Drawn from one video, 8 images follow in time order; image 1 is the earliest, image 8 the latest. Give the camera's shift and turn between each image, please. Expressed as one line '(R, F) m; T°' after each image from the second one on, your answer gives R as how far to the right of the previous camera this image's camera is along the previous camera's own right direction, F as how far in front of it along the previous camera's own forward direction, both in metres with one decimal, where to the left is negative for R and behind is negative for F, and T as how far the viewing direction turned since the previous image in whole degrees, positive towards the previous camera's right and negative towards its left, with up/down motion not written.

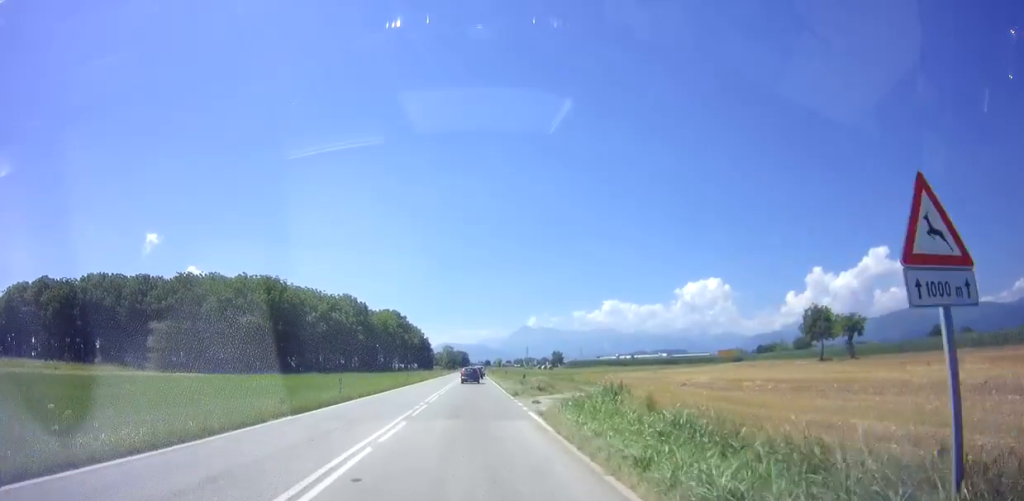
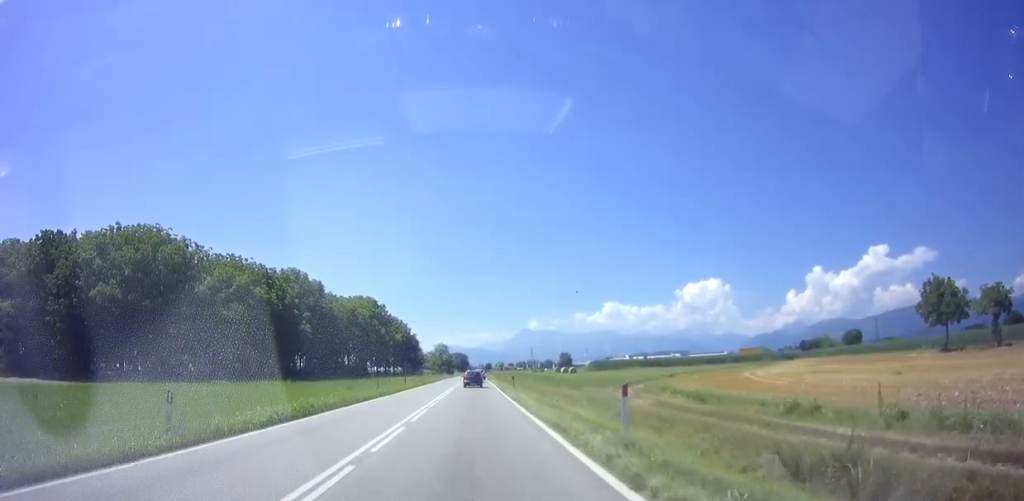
(+0.7, +39.6) m; +2°
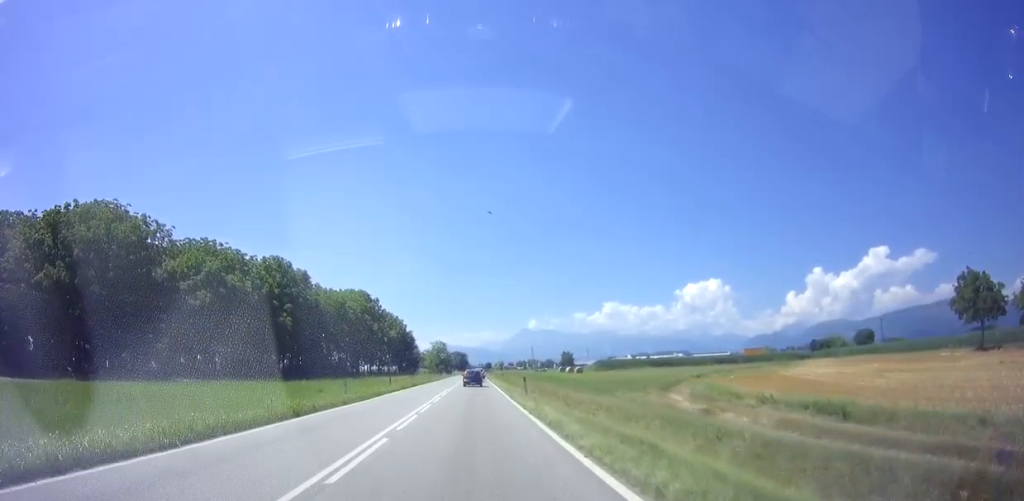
(+0.1, +8.6) m; 0°
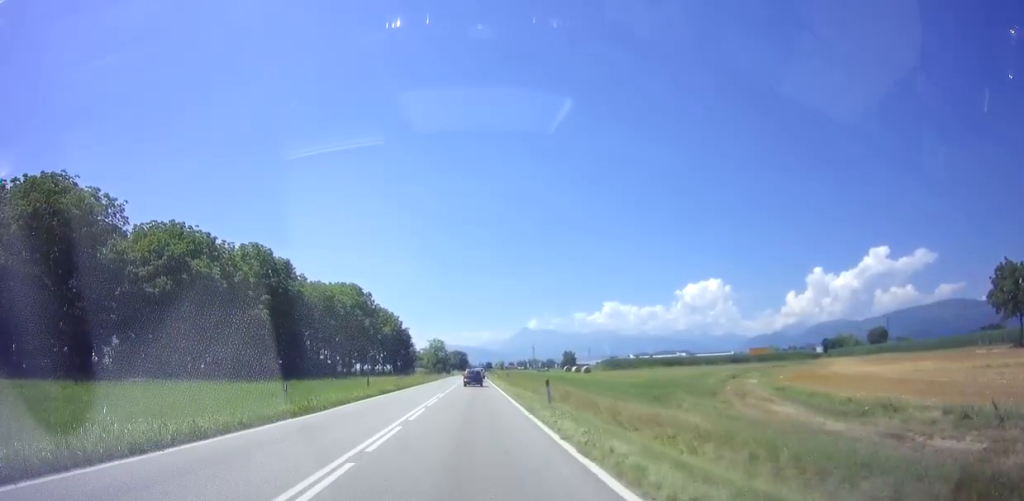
(-0.2, +8.6) m; -1°
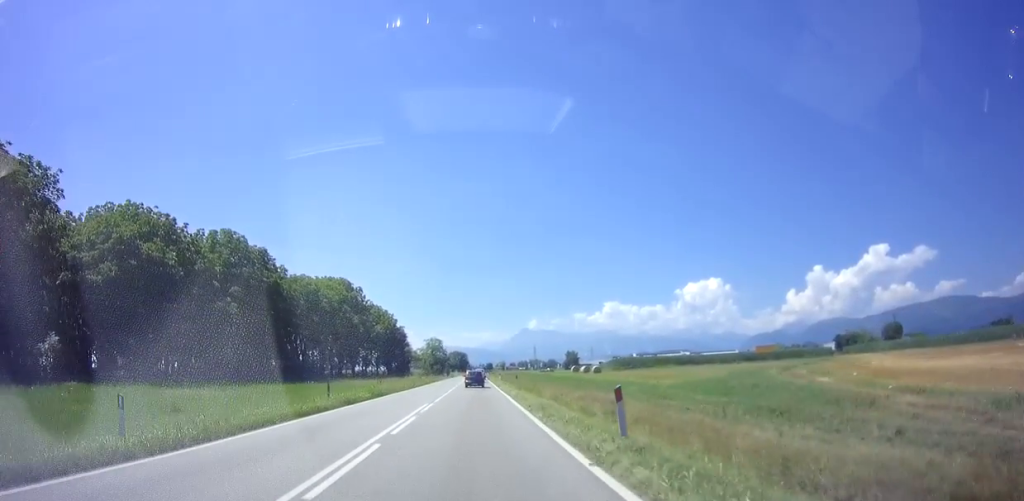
(-0.1, +9.2) m; -1°
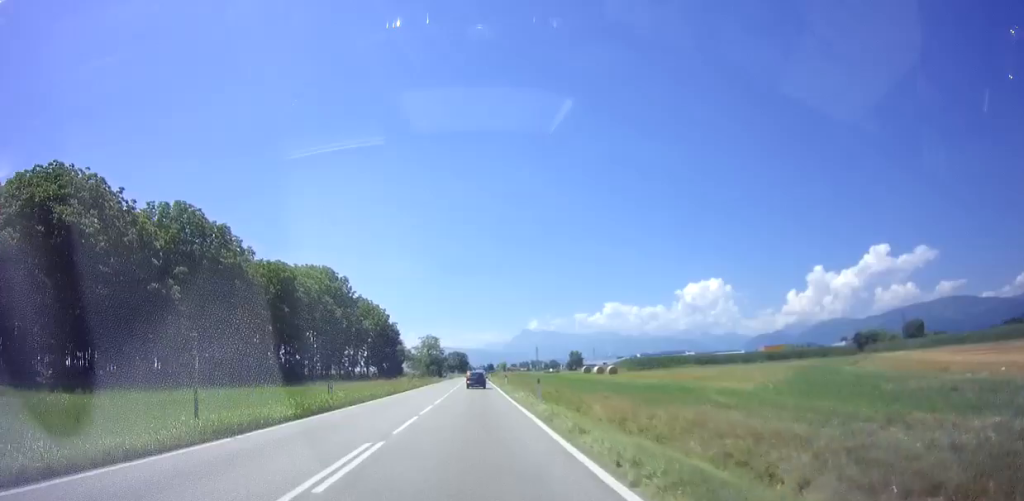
(0.0, +12.1) m; 0°
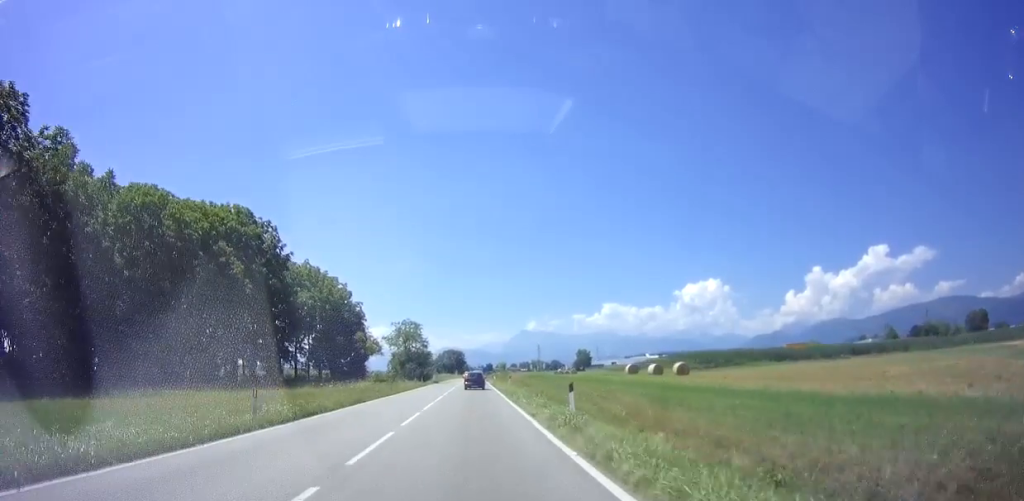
(+0.6, +34.5) m; +1°
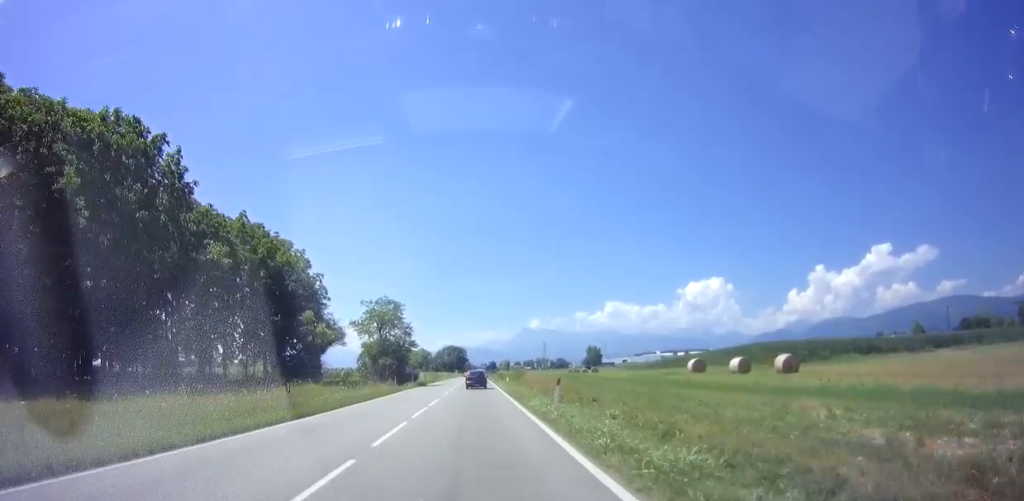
(-0.4, +22.2) m; -1°
